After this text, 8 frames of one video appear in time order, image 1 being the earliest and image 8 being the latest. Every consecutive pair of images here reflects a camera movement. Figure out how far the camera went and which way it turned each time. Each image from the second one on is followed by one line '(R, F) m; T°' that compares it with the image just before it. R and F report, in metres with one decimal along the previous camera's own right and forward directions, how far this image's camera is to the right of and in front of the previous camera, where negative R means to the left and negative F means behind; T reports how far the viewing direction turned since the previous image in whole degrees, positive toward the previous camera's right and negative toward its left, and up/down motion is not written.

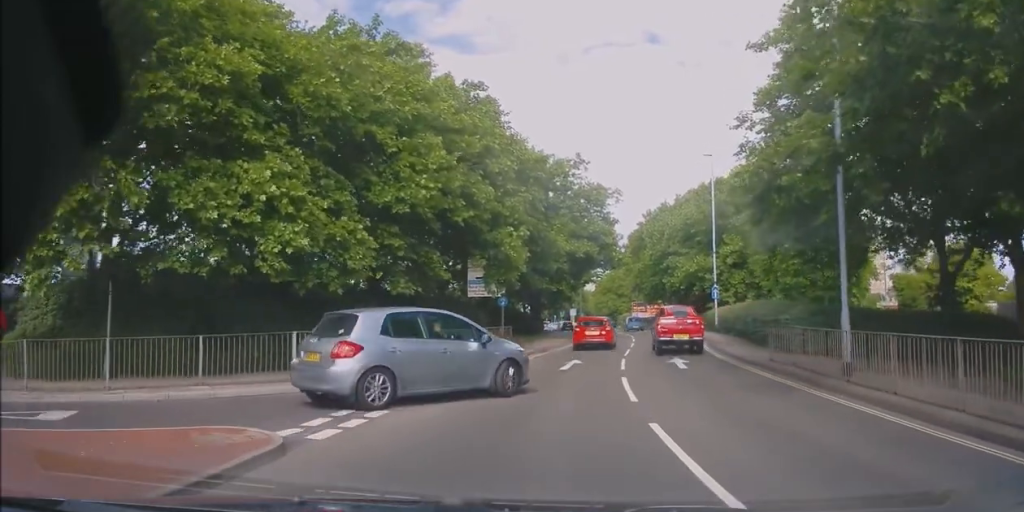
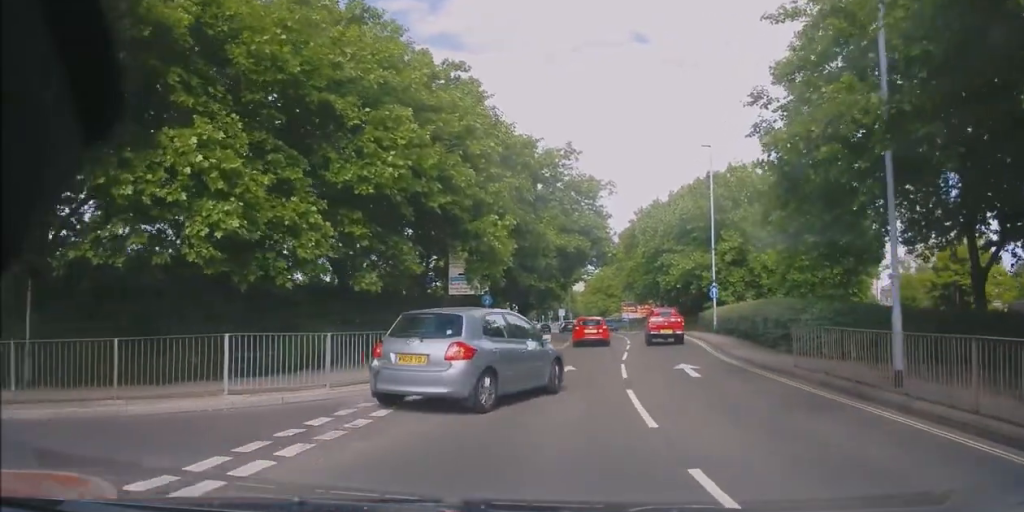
(+0.2, +2.3) m; +2°
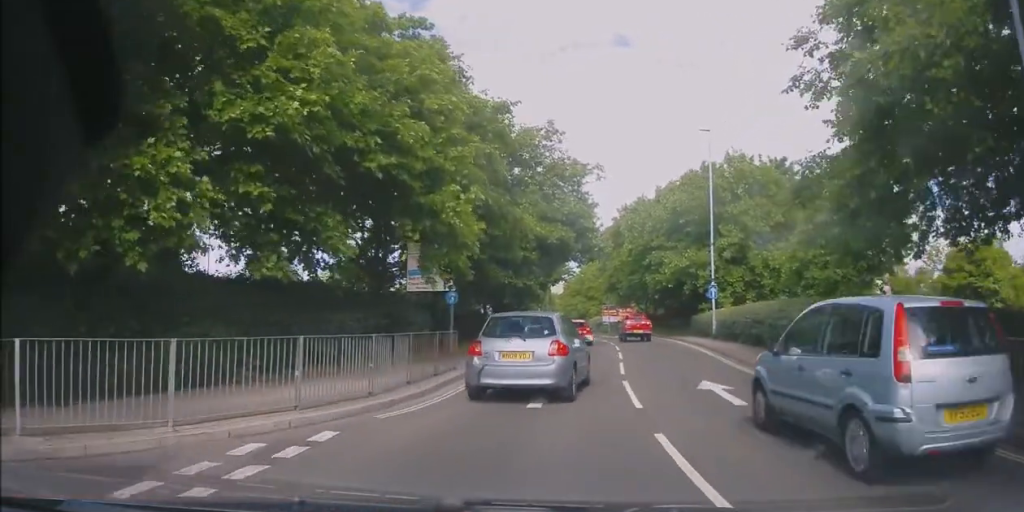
(-0.2, +4.4) m; +3°
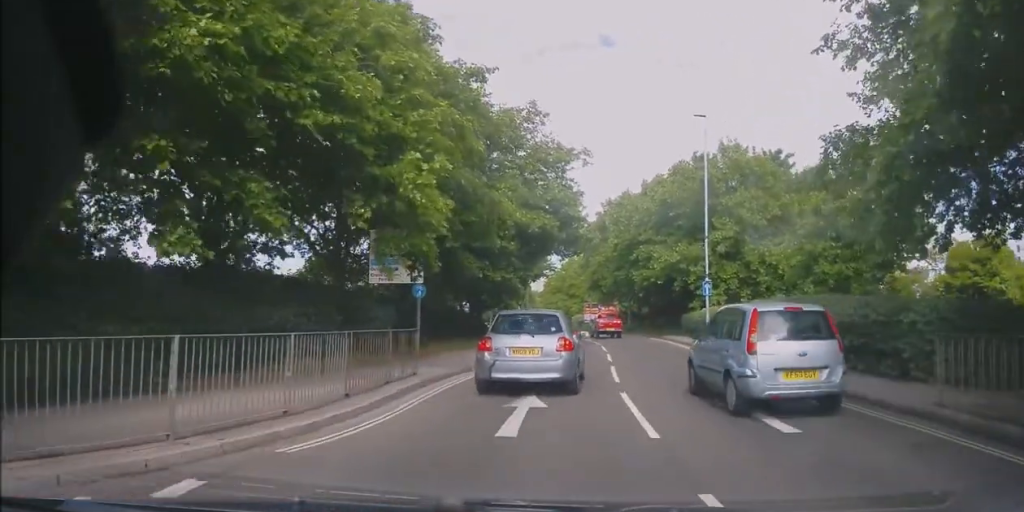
(+0.2, +2.5) m; +3°
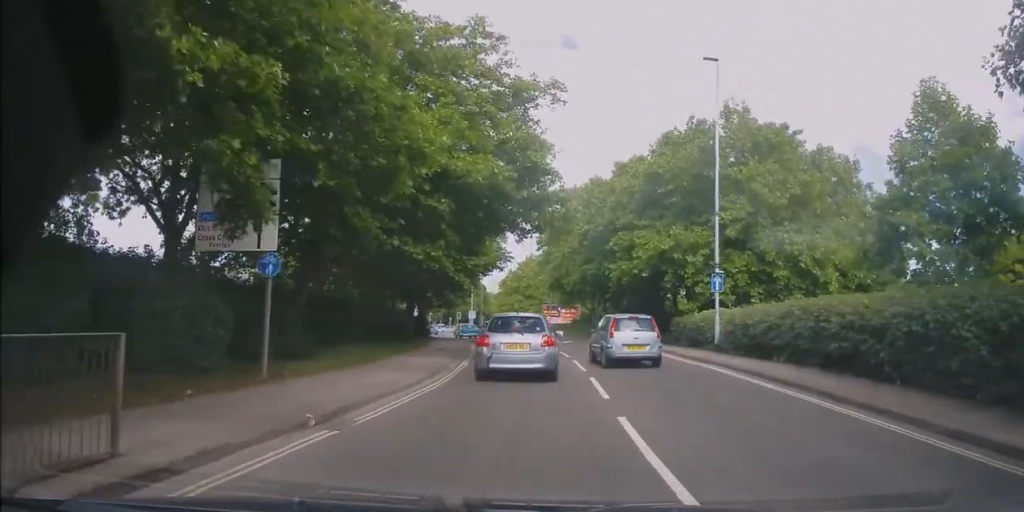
(+0.3, +8.1) m; +4°
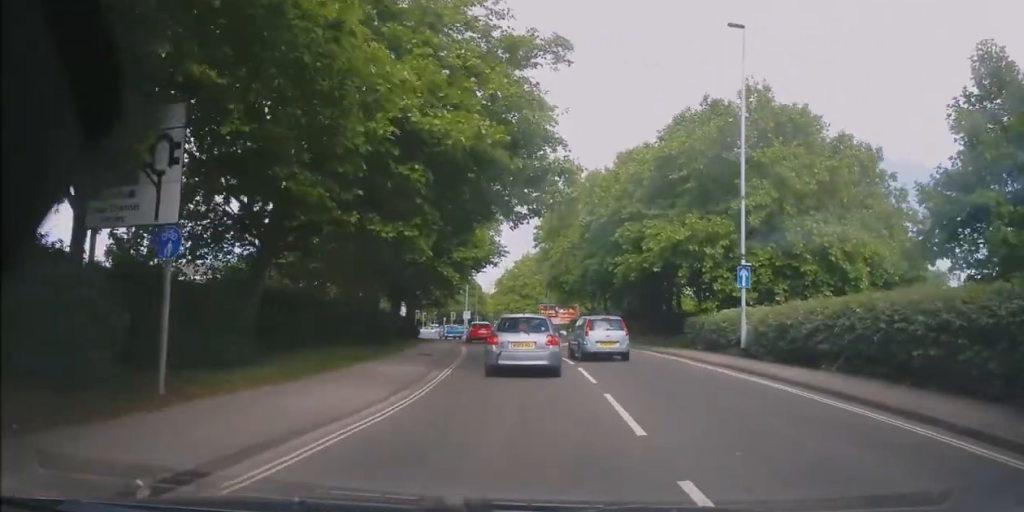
(0.0, +3.1) m; +2°
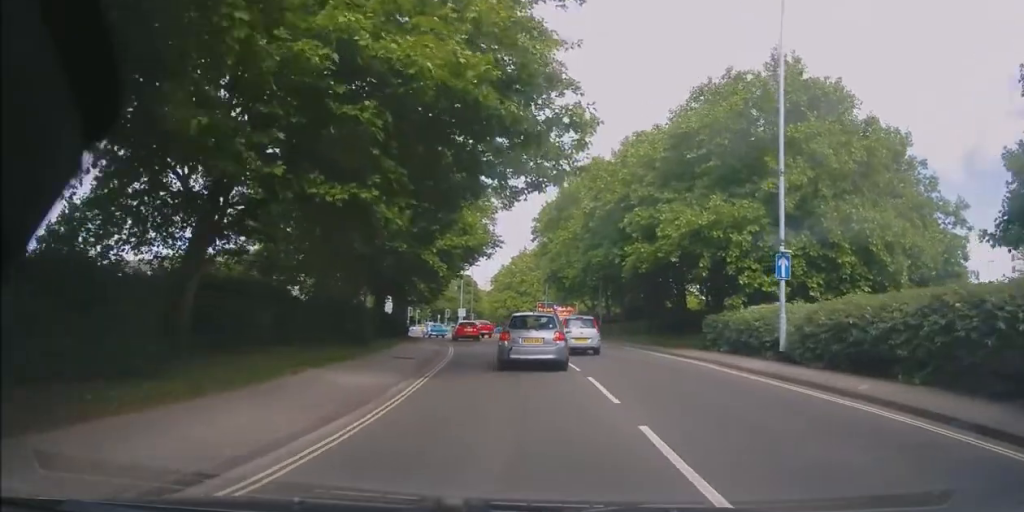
(0.0, +3.2) m; +1°
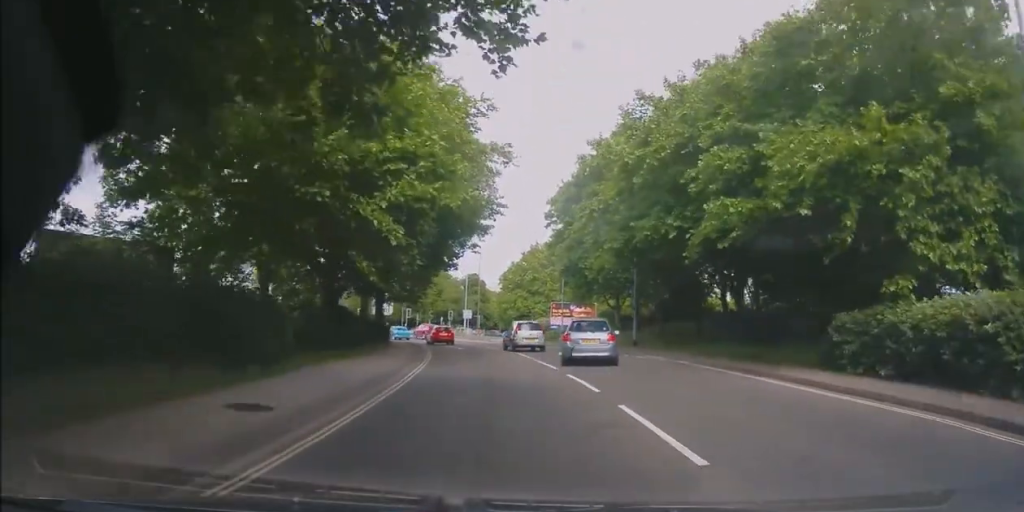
(-0.2, +9.7) m; -6°
